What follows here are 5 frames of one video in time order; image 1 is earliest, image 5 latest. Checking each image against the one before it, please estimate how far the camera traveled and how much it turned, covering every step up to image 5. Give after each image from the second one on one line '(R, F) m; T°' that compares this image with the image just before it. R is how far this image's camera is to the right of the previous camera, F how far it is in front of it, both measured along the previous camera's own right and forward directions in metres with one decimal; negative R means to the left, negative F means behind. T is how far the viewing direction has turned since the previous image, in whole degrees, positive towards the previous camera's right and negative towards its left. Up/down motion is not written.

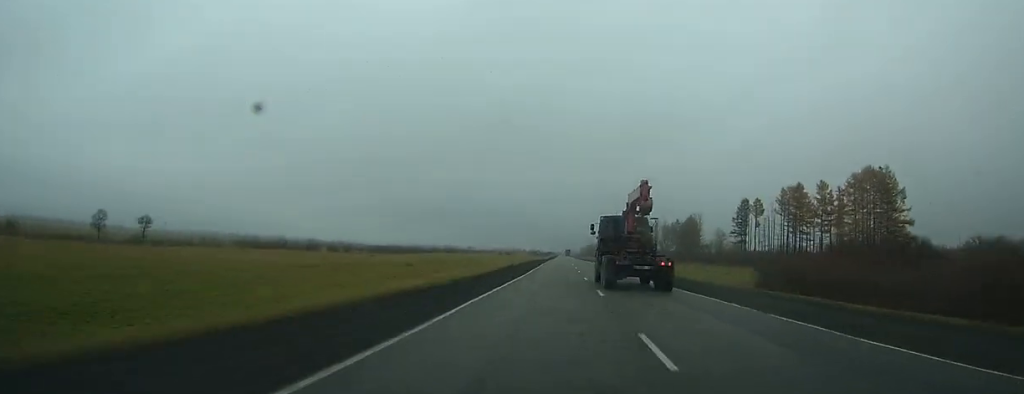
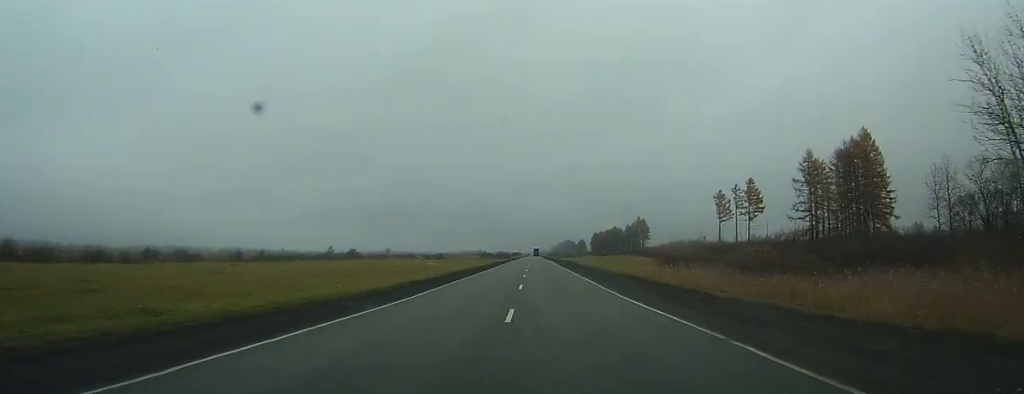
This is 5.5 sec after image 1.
(+2.2, +164.4) m; +2°
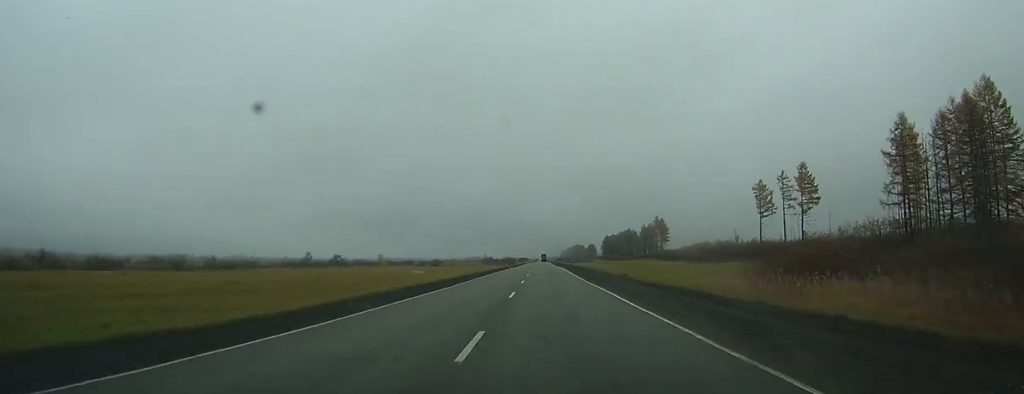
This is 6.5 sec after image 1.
(+0.2, +28.0) m; 0°
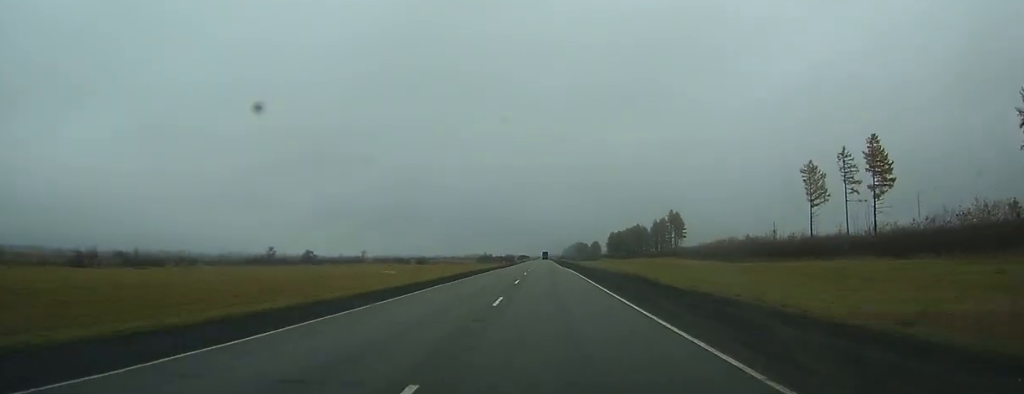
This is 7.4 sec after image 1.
(0.0, +27.7) m; 0°
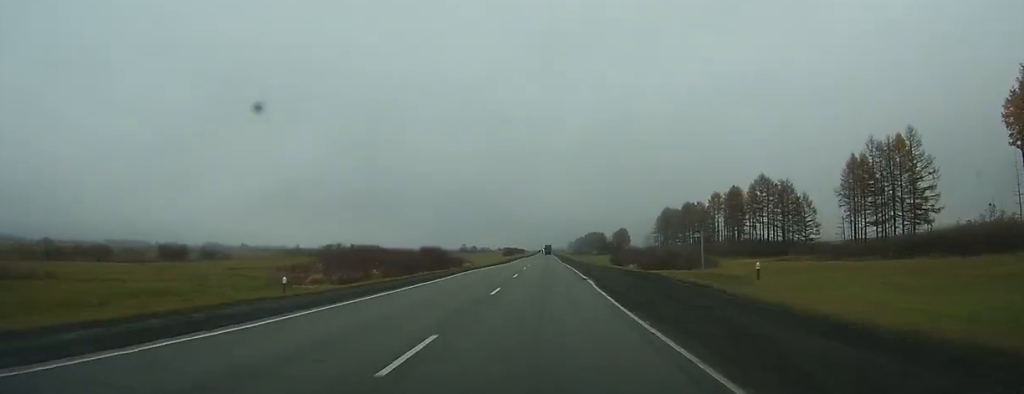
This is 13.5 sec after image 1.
(-2.1, +187.0) m; -1°
